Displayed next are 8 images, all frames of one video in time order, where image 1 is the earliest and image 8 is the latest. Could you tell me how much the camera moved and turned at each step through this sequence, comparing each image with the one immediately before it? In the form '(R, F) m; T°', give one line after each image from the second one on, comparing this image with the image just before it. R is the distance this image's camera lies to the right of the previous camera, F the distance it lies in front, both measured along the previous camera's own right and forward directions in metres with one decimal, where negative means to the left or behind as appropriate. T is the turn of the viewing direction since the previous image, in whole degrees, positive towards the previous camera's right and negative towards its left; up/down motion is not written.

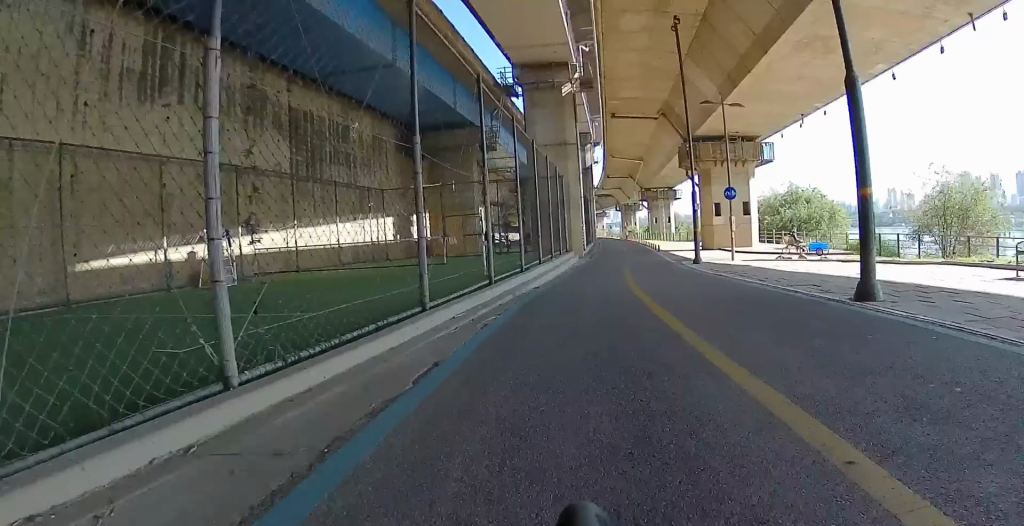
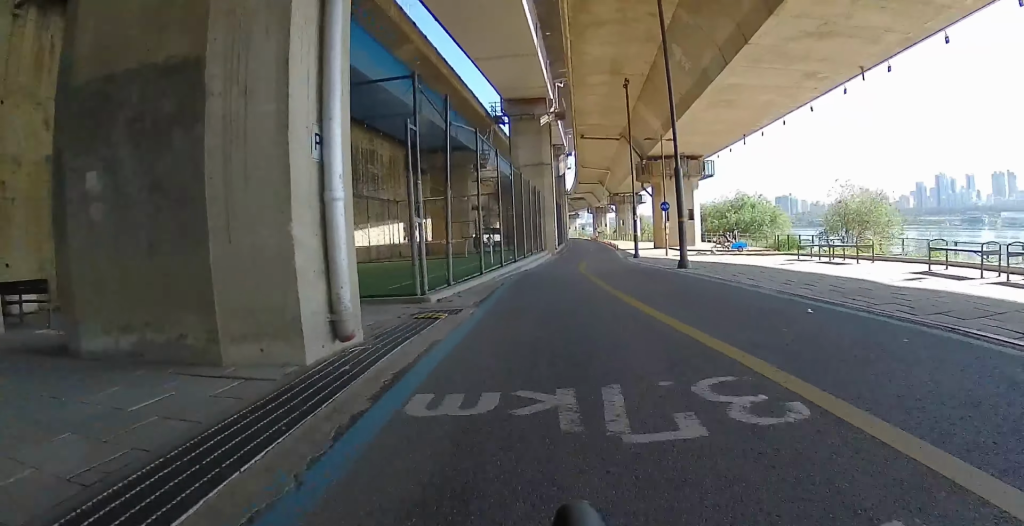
(0.0, +7.8) m; 0°
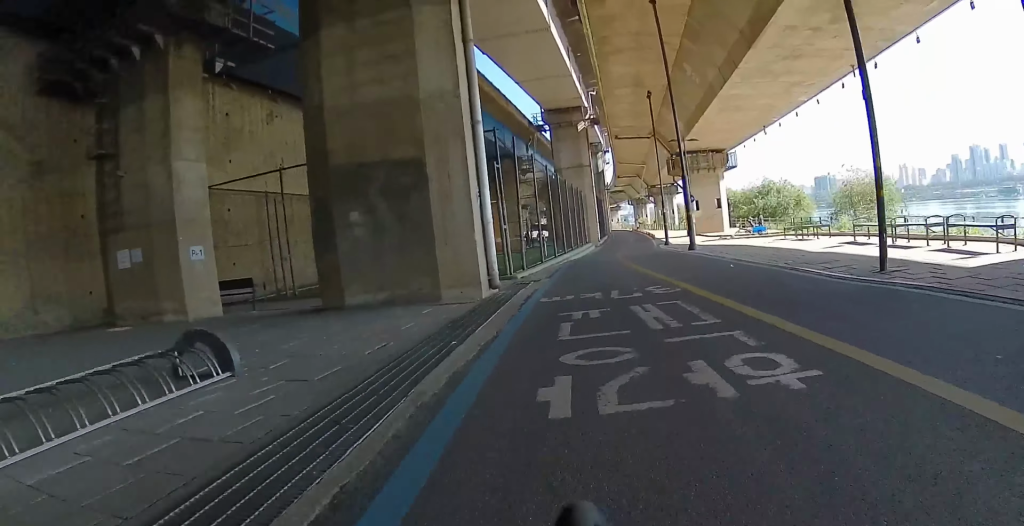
(0.0, +4.5) m; 0°
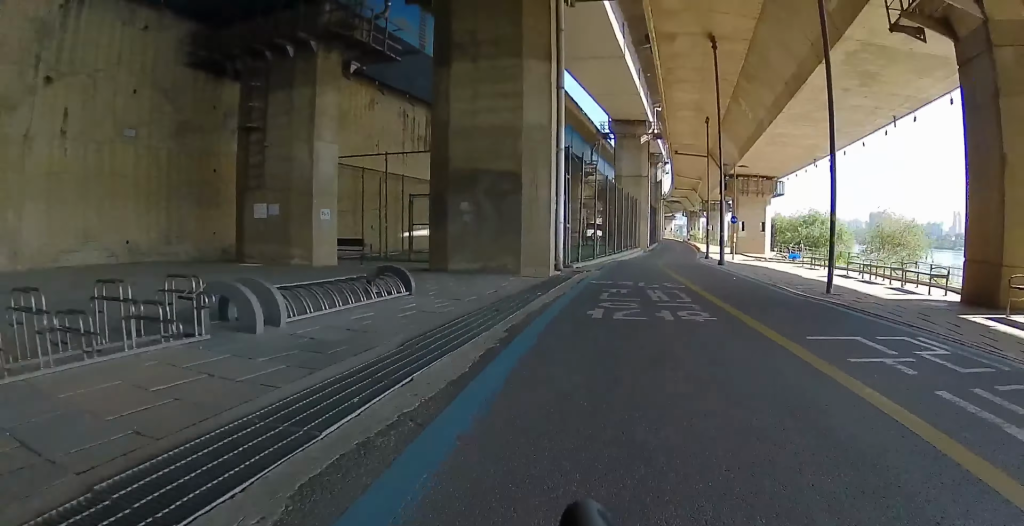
(0.0, +3.2) m; -1°
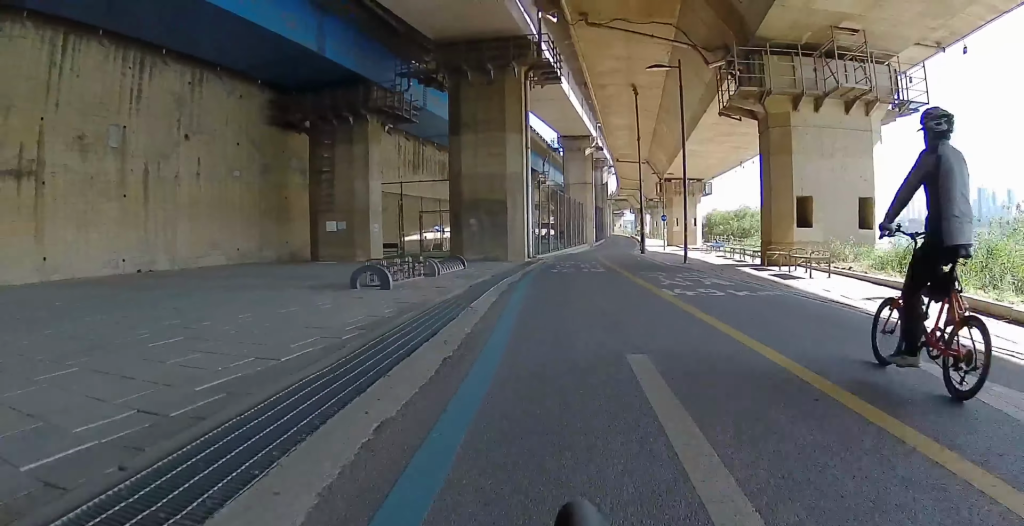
(-0.2, +7.6) m; -2°
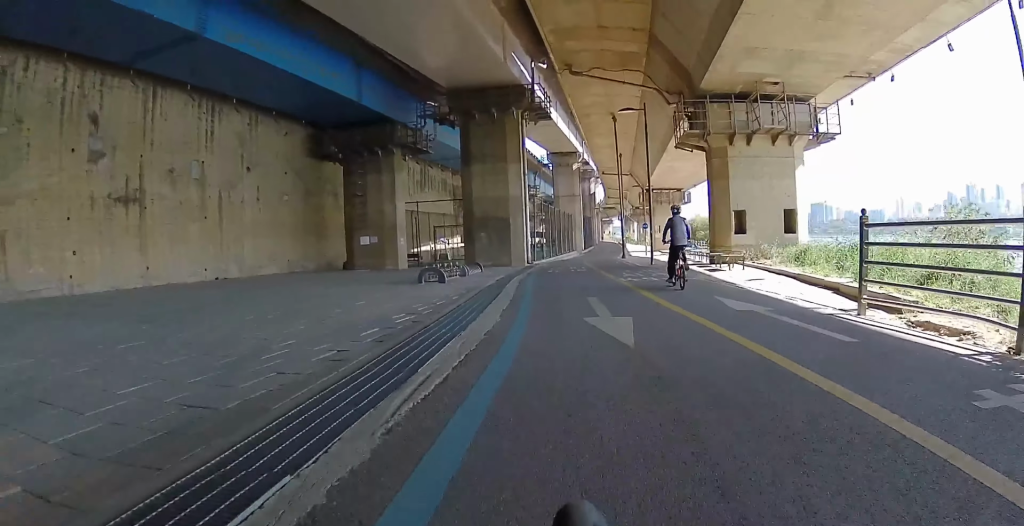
(-0.1, +4.8) m; -1°
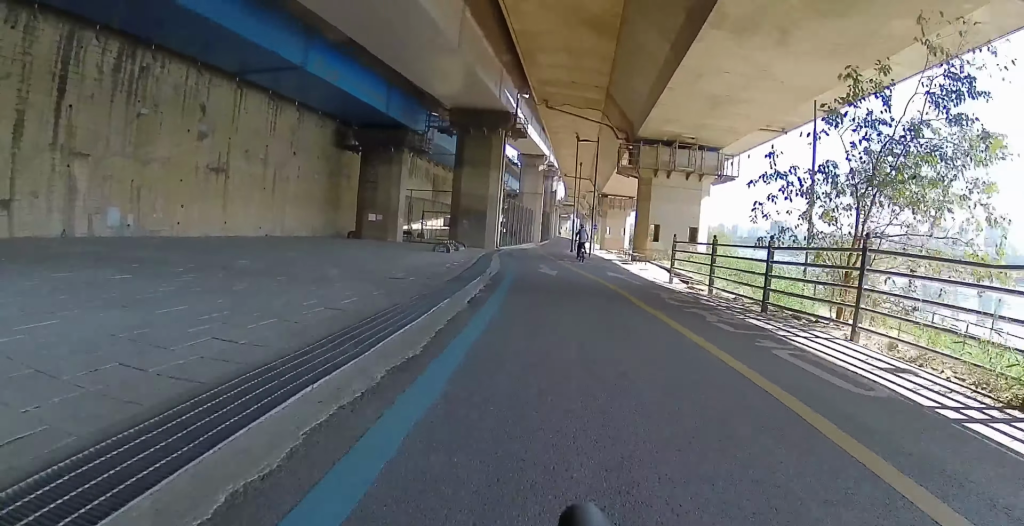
(0.0, +7.7) m; +1°
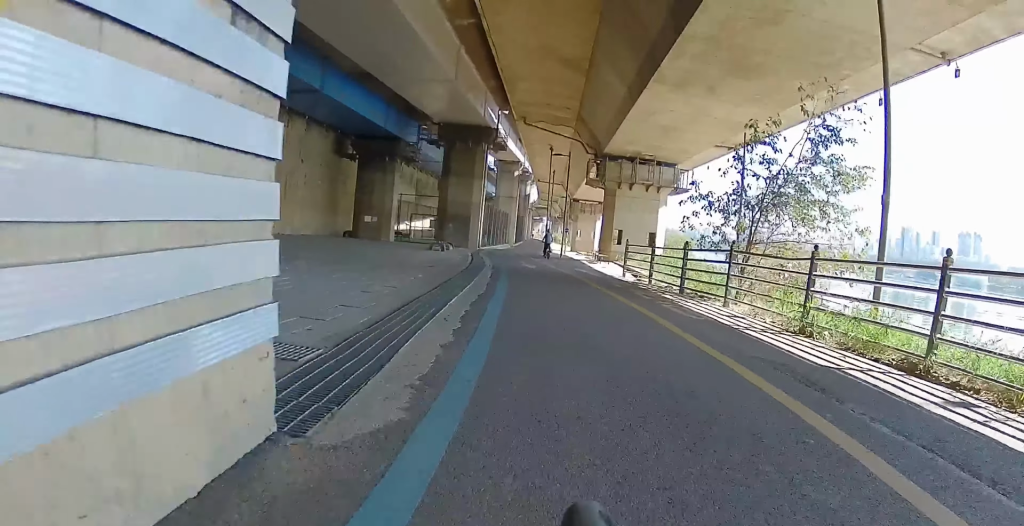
(0.0, +4.4) m; +2°
